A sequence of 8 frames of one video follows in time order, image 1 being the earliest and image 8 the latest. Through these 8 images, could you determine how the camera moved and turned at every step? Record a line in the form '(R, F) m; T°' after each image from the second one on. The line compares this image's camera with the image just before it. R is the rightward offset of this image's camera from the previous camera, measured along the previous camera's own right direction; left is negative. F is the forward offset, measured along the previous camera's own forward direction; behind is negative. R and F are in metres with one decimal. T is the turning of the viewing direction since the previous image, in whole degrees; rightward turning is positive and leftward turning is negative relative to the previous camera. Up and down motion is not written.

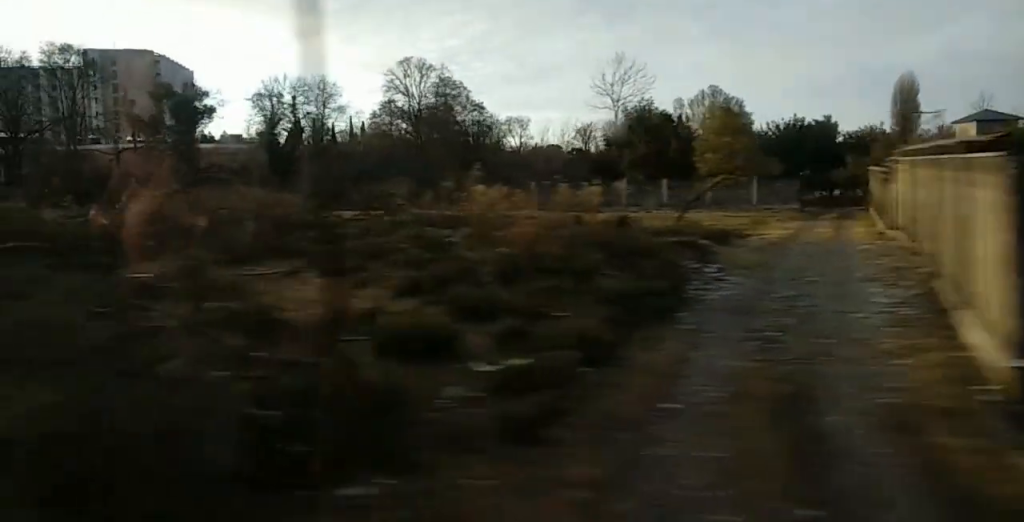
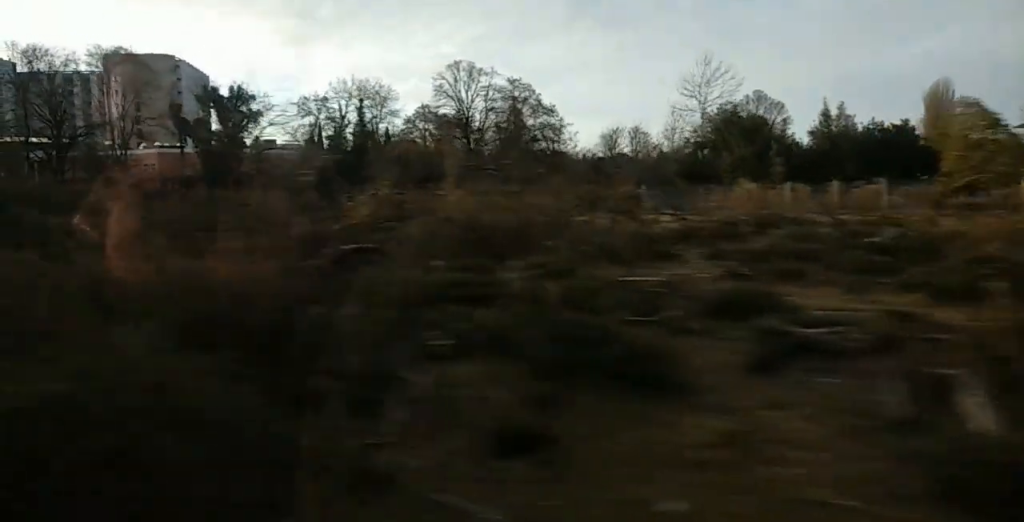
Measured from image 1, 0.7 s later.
(-0.1, +10.8) m; -2°
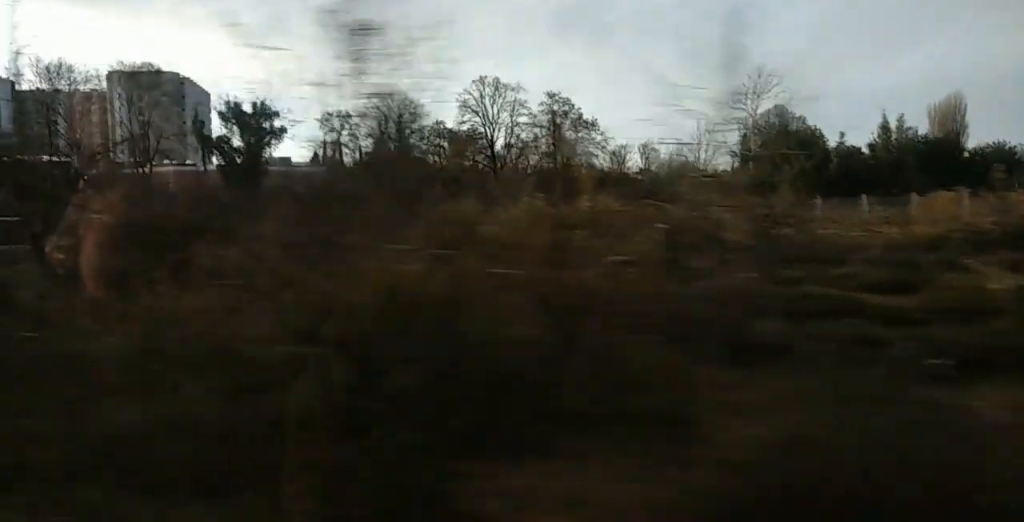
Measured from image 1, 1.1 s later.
(-0.1, +7.1) m; -1°
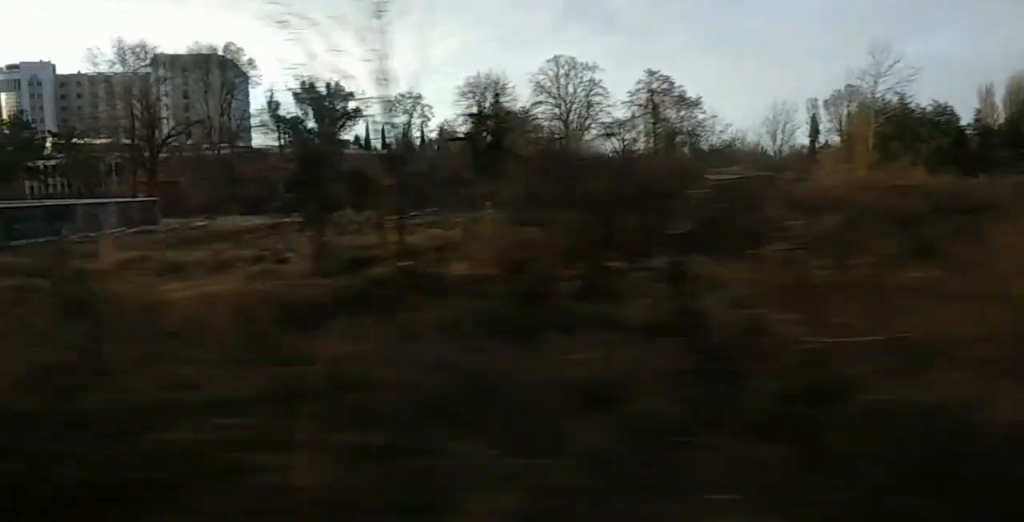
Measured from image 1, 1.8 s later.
(-0.2, +11.0) m; -1°
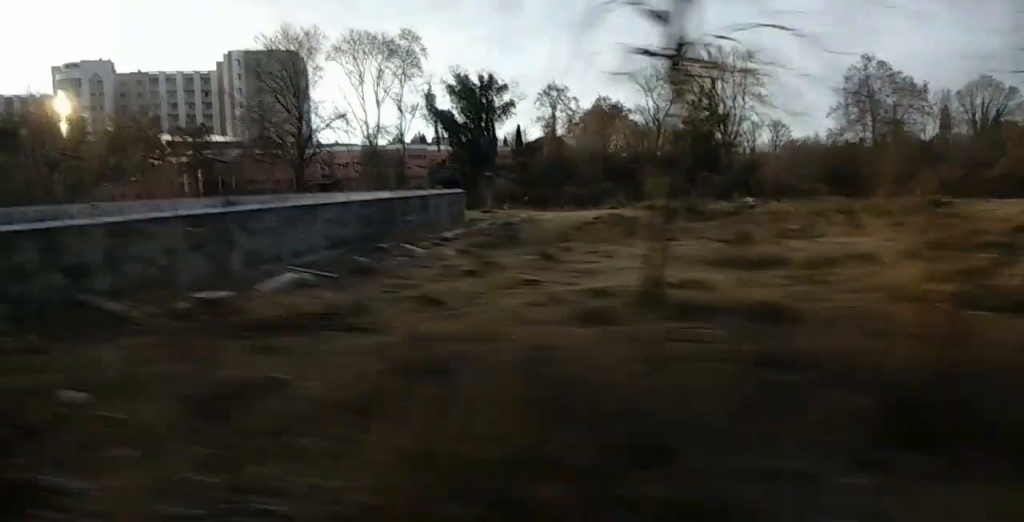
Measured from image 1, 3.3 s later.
(-0.1, +25.1) m; 0°
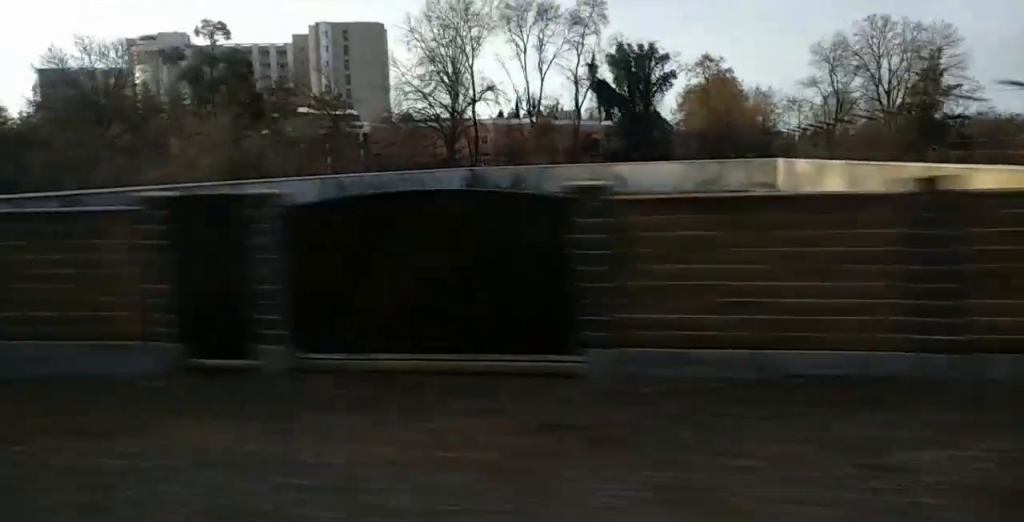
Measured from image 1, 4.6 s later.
(0.0, +20.7) m; +1°
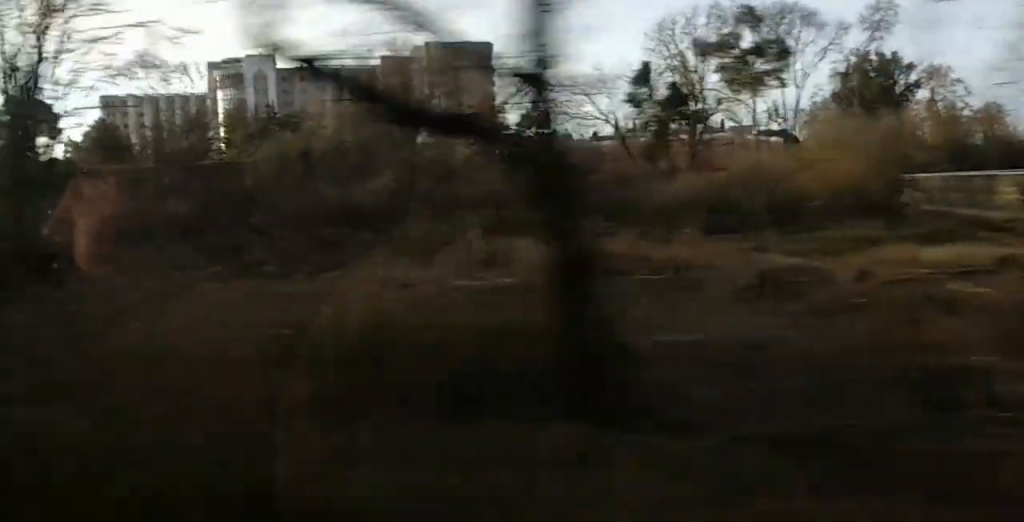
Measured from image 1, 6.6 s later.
(-0.9, +34.8) m; -2°
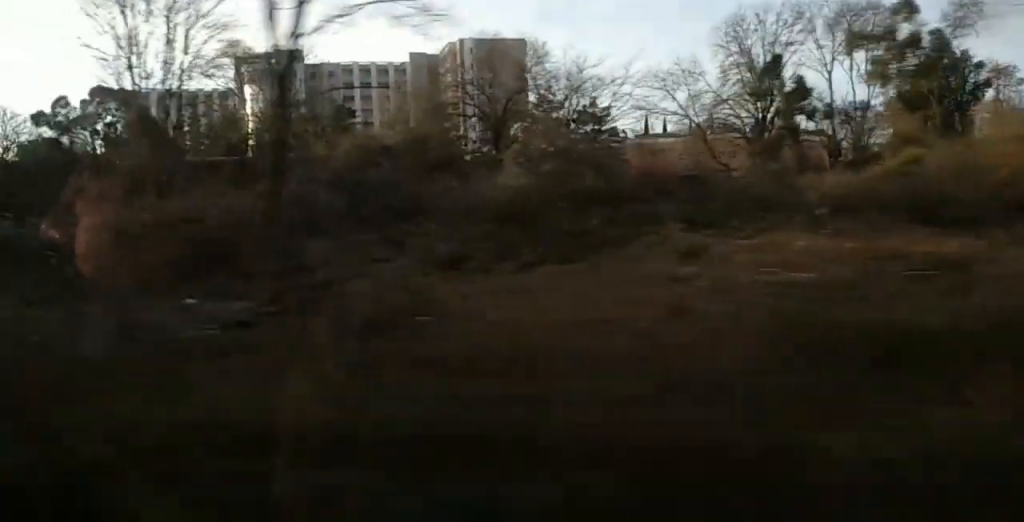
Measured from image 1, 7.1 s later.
(+0.1, +8.3) m; 0°
